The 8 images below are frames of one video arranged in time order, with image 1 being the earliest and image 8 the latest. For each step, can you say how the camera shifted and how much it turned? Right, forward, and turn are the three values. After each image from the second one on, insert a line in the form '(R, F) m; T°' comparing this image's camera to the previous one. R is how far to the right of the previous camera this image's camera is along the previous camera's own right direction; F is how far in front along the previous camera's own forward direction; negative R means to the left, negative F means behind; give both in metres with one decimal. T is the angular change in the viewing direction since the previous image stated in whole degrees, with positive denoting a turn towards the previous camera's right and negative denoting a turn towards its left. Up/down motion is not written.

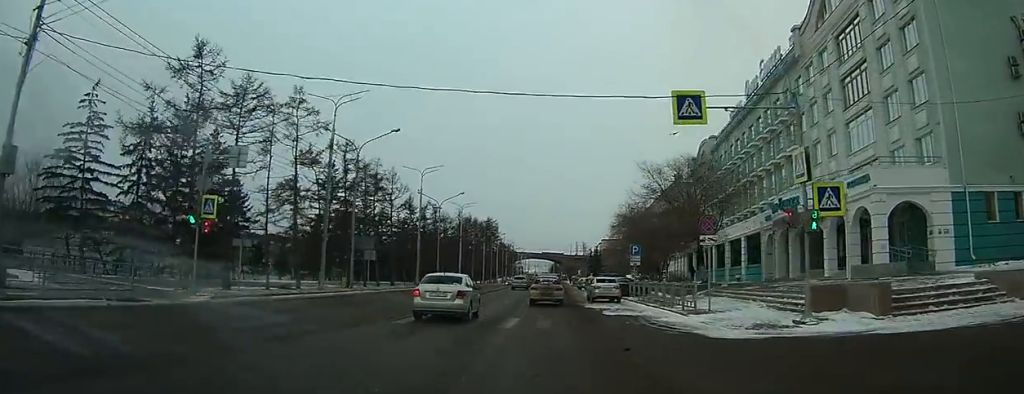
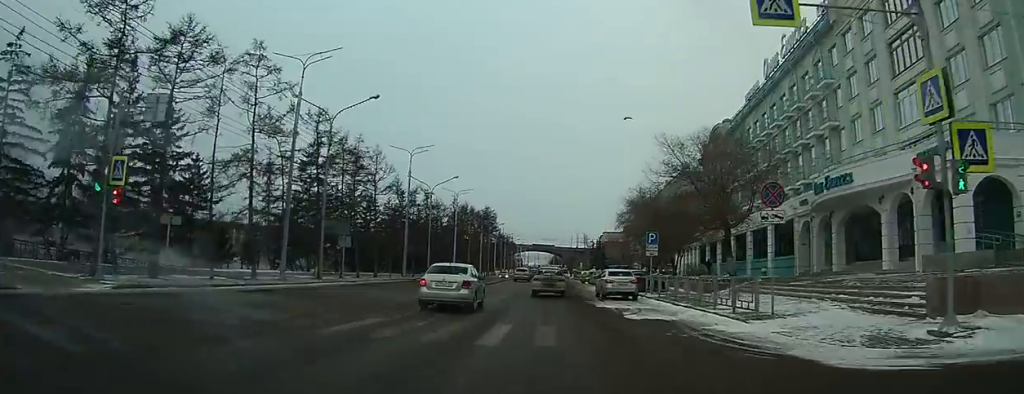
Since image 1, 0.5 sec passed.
(0.0, +6.1) m; 0°
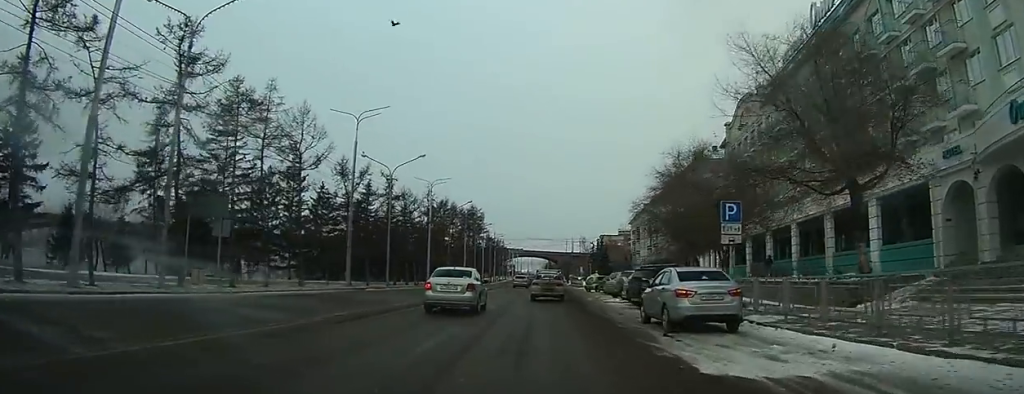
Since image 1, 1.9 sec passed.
(0.0, +14.9) m; 0°
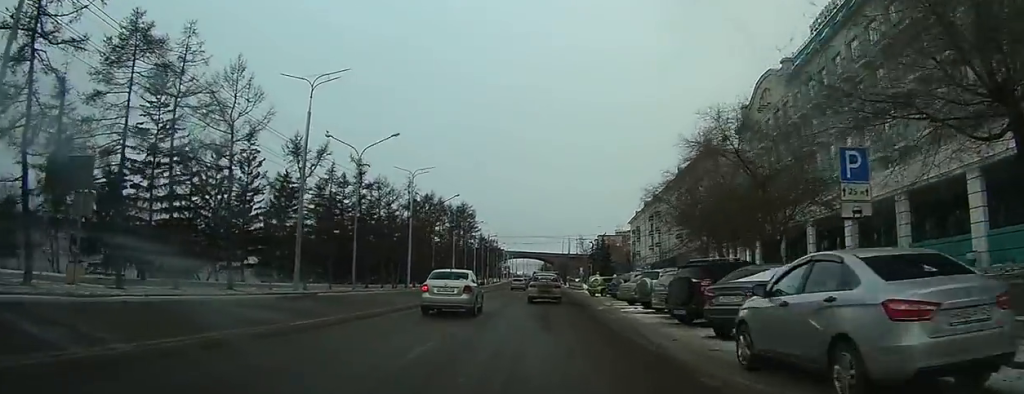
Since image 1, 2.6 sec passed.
(0.0, +7.6) m; +1°
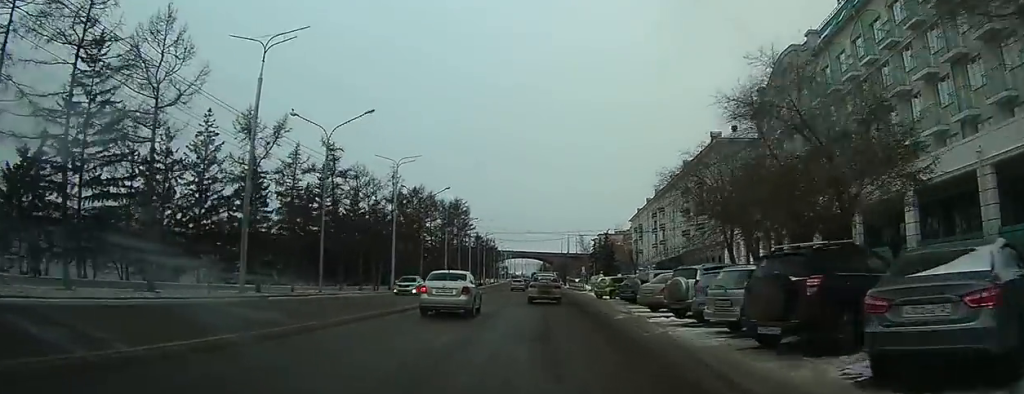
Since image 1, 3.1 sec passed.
(+0.1, +5.5) m; 0°
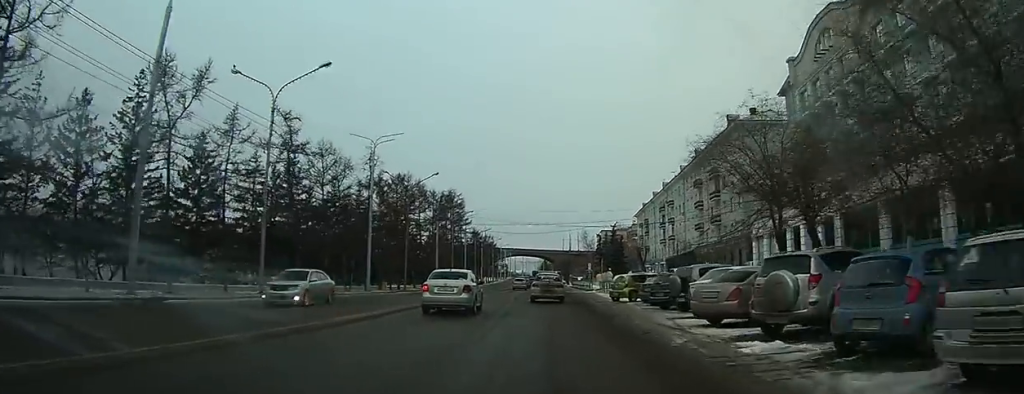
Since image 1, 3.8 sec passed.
(0.0, +7.0) m; 0°
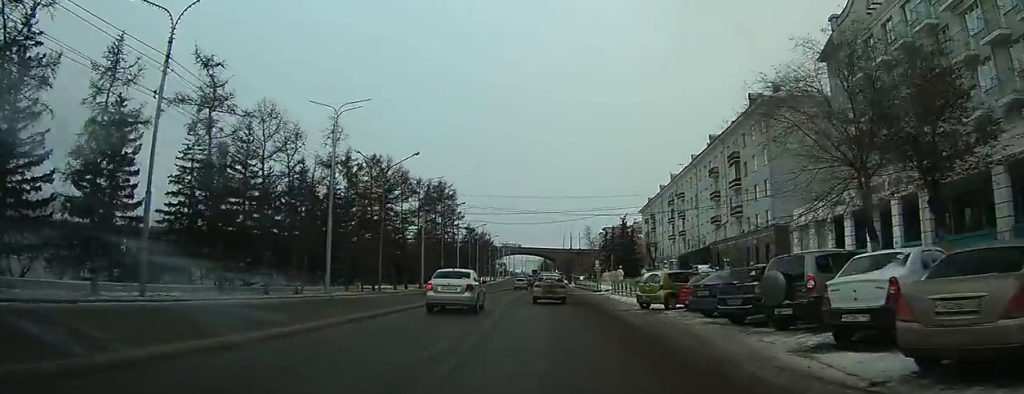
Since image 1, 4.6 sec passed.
(-0.1, +7.6) m; 0°
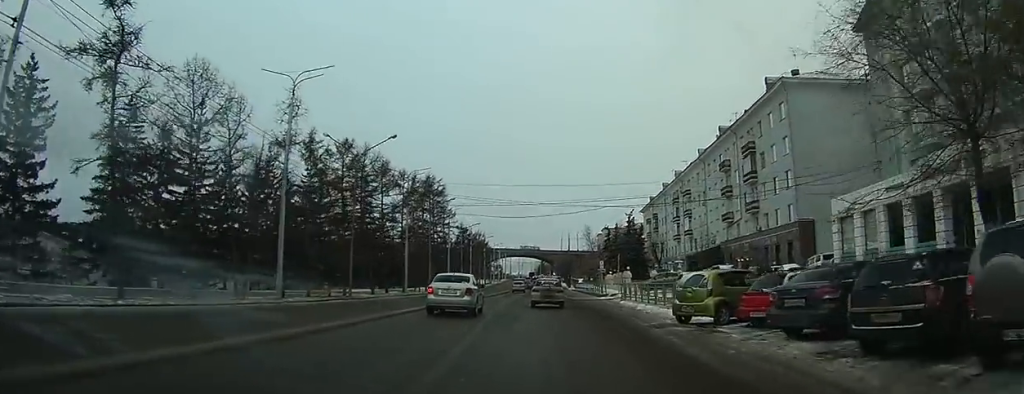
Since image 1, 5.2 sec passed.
(+0.1, +5.9) m; +1°
